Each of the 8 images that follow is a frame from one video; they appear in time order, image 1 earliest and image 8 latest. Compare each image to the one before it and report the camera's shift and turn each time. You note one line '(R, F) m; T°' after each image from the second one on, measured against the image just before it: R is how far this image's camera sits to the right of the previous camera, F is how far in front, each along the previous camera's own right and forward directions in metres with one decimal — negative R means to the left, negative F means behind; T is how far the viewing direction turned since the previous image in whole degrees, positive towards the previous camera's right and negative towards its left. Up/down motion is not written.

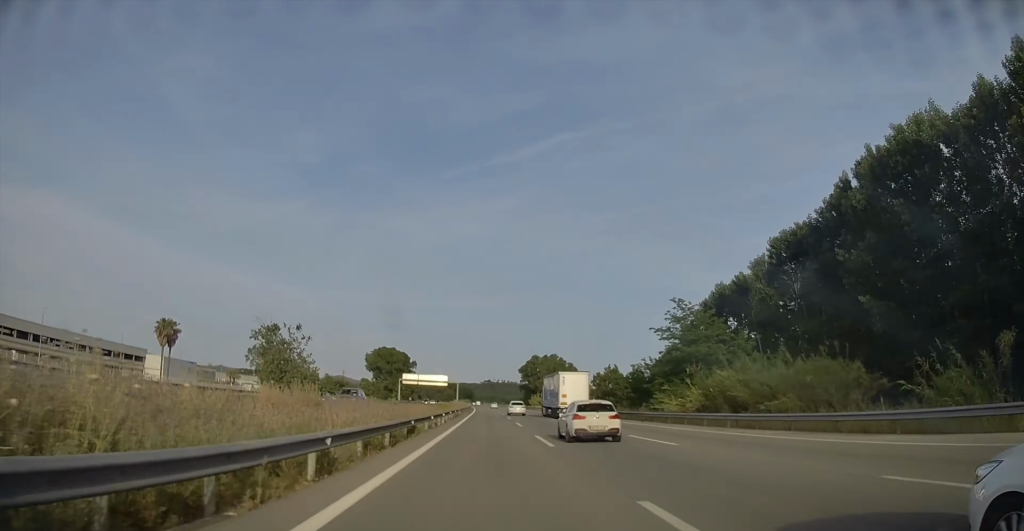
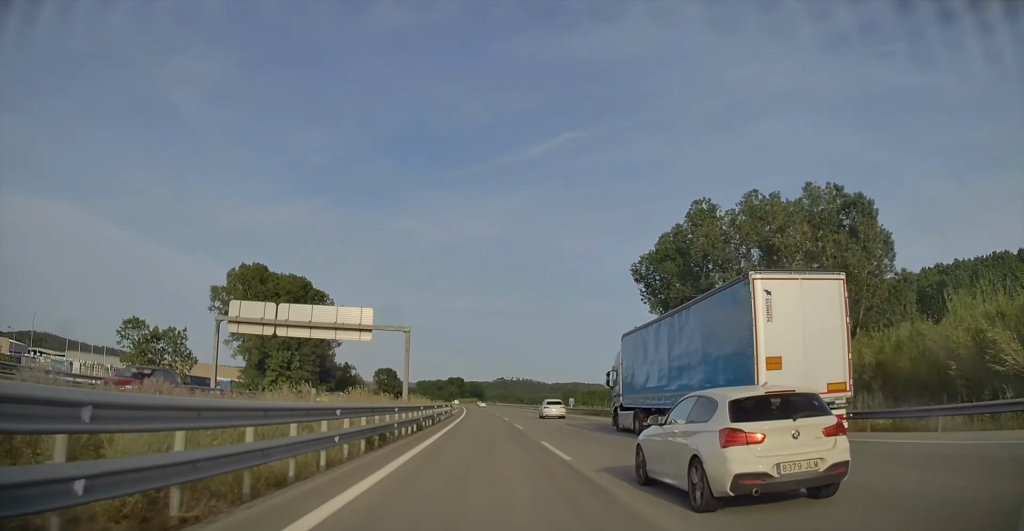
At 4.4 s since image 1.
(-0.9, +139.4) m; -2°
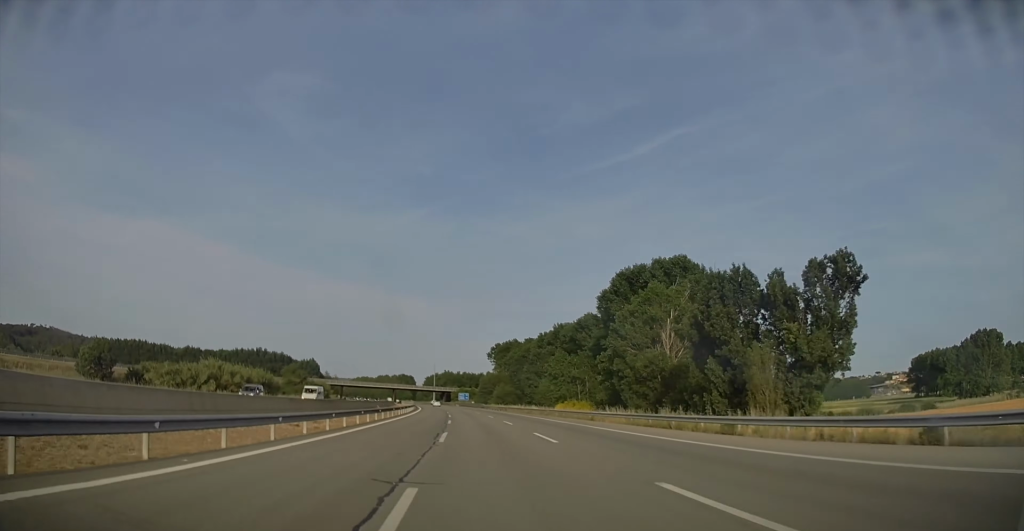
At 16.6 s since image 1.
(-22.2, +370.6) m; -9°
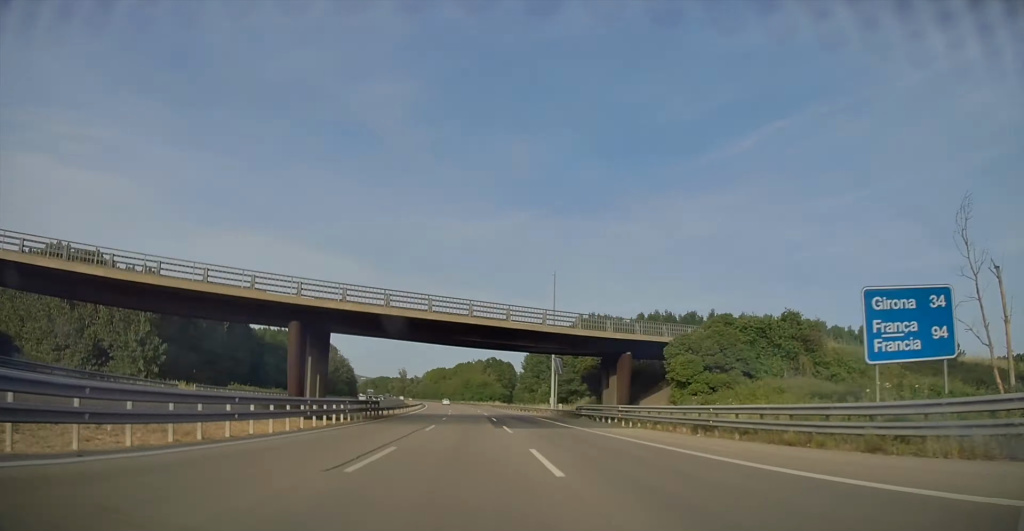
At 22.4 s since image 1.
(-10.8, +156.1) m; -5°
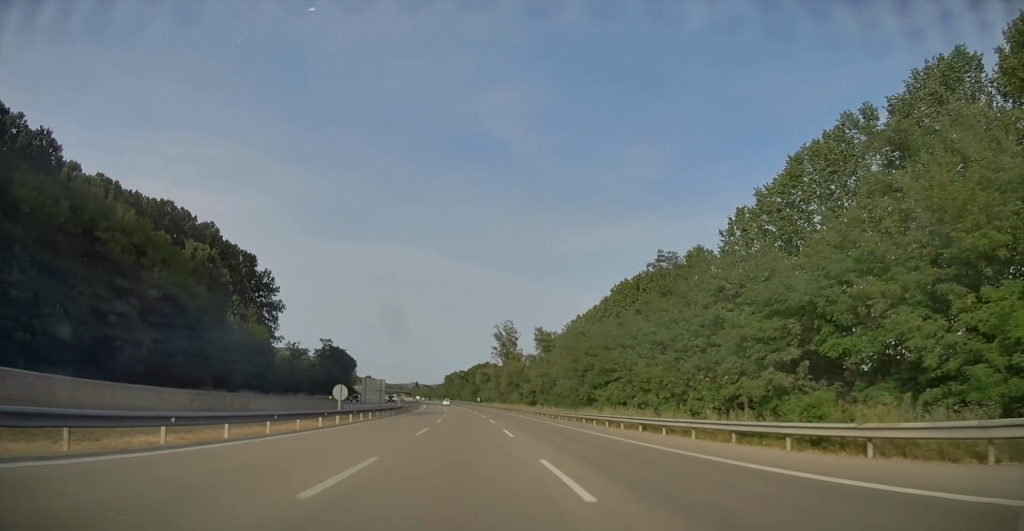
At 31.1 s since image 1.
(-13.3, +201.5) m; -11°
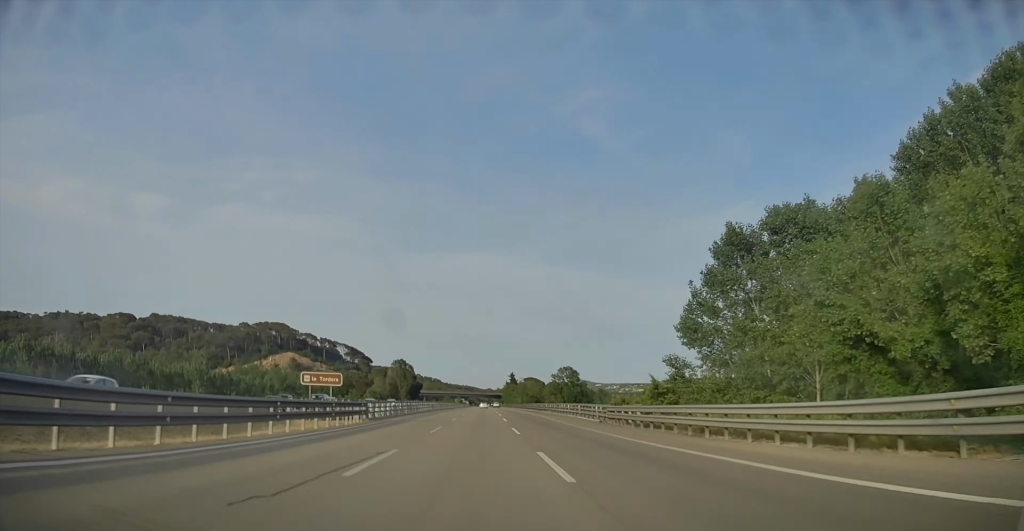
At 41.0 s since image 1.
(-35.8, +362.0) m; -10°
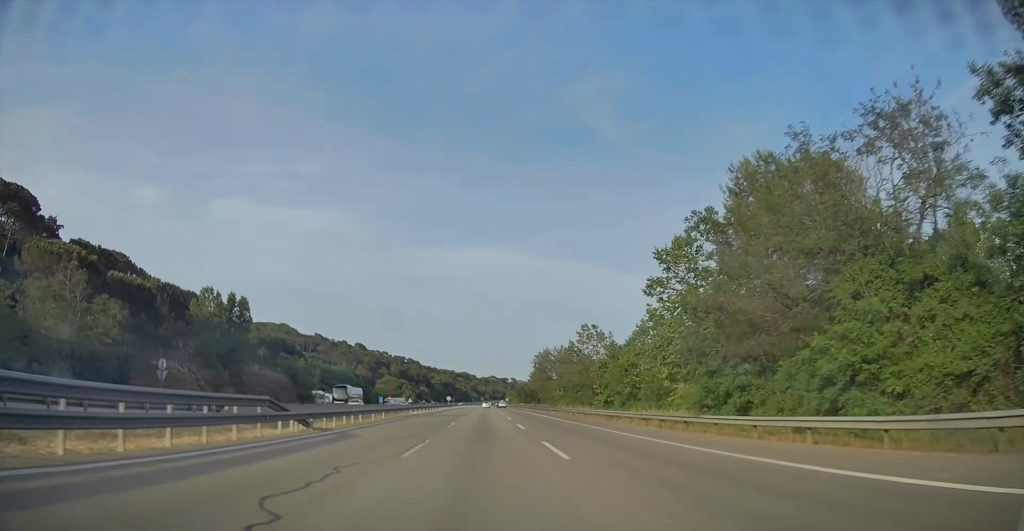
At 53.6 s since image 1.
(-28.0, +598.7) m; -2°
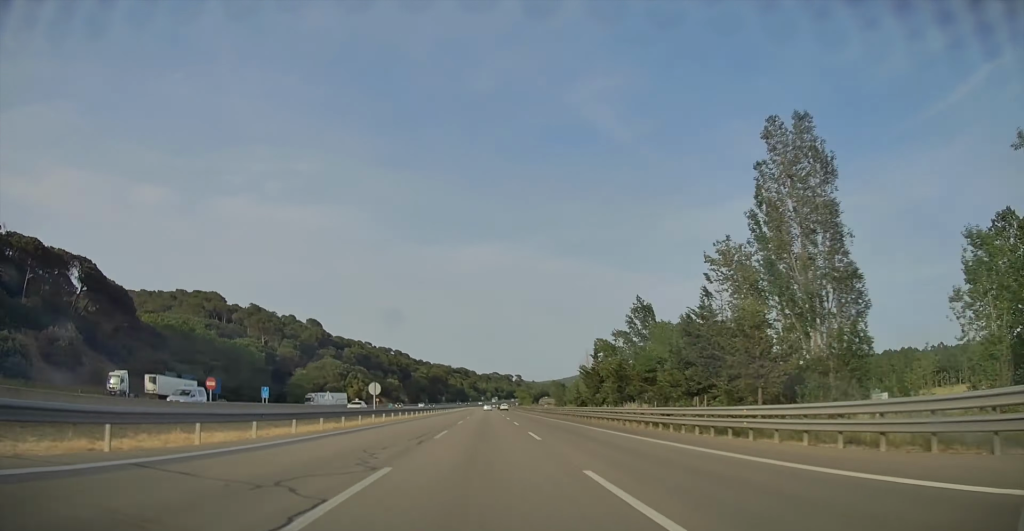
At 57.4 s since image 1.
(-1.7, +158.9) m; 0°
